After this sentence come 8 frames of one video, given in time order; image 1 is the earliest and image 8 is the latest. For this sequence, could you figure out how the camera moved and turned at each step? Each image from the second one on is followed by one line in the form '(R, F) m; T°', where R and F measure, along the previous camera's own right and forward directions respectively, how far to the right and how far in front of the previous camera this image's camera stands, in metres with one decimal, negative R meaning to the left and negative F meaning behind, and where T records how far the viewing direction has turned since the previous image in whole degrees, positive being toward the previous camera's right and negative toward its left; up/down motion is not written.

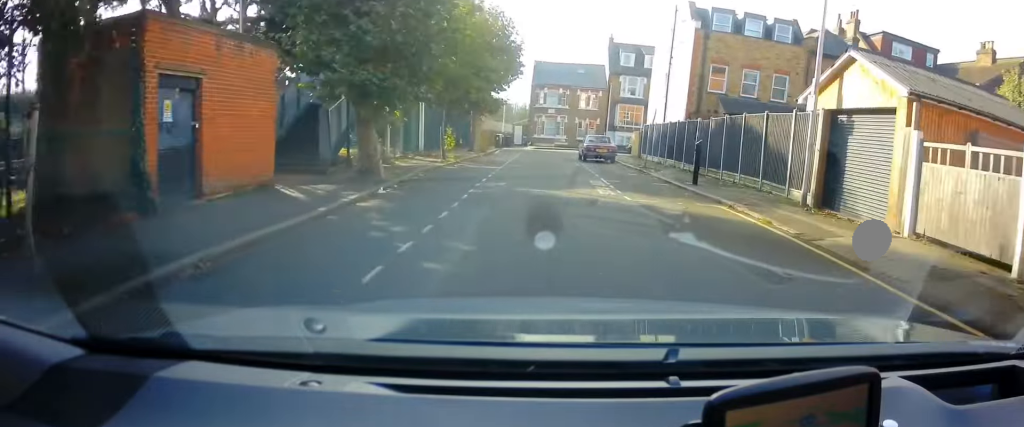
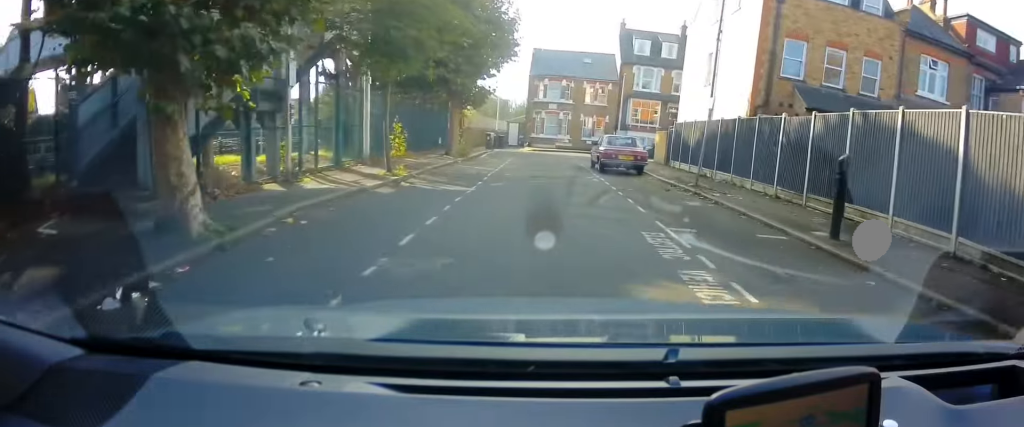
(-0.1, +8.8) m; +1°
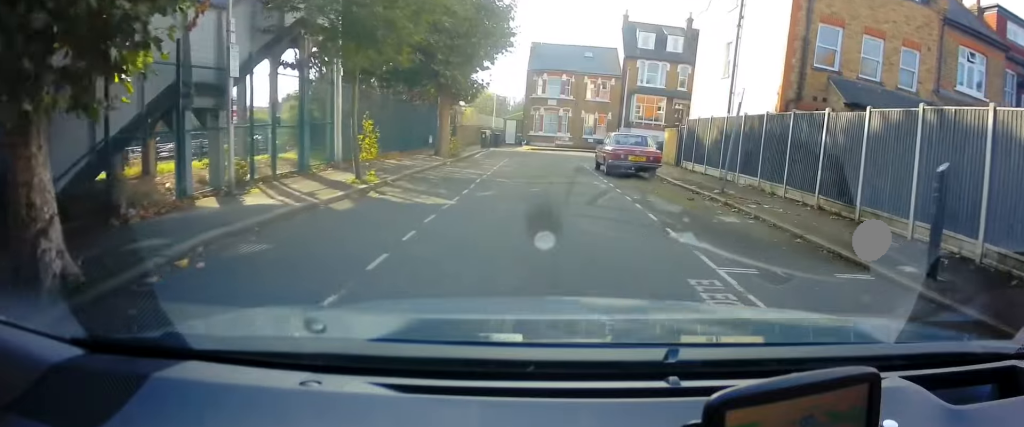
(+0.2, +2.6) m; 0°
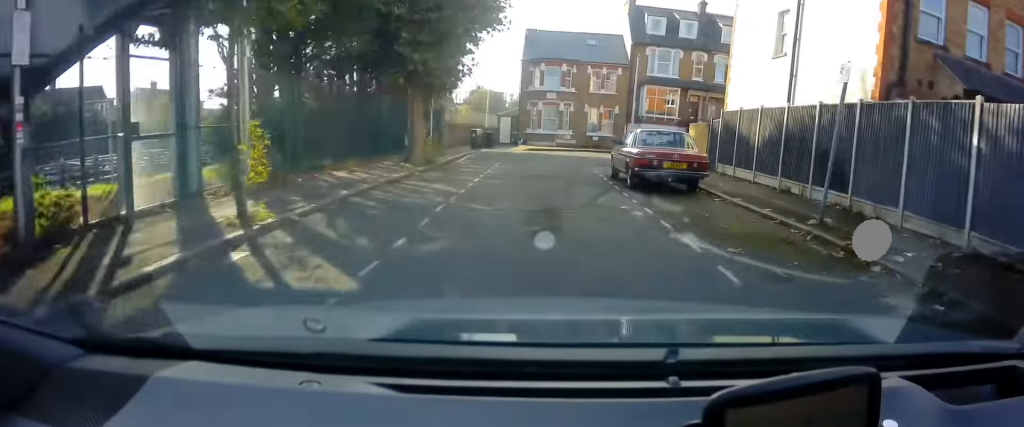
(0.0, +5.5) m; -1°
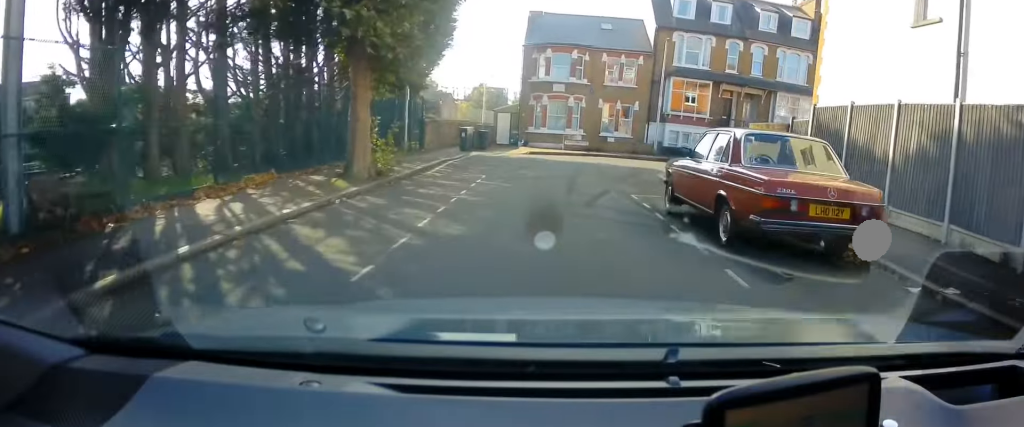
(-0.1, +7.0) m; 0°
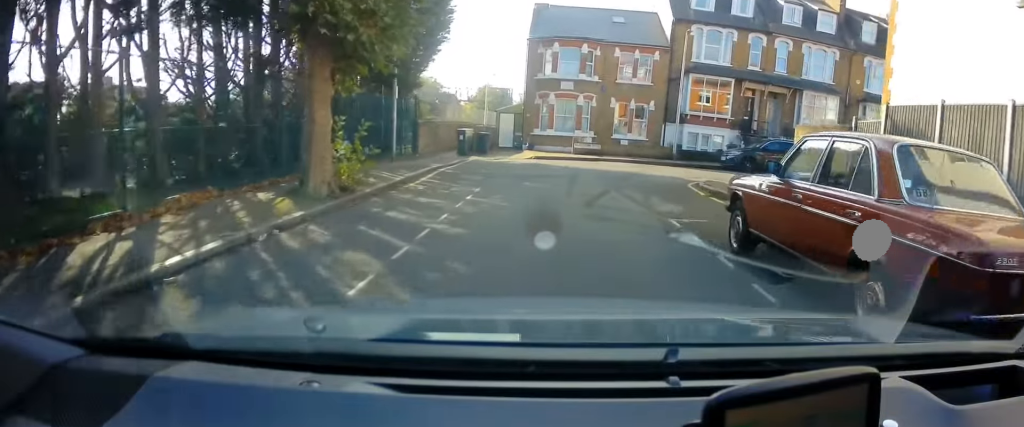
(0.0, +3.1) m; 0°
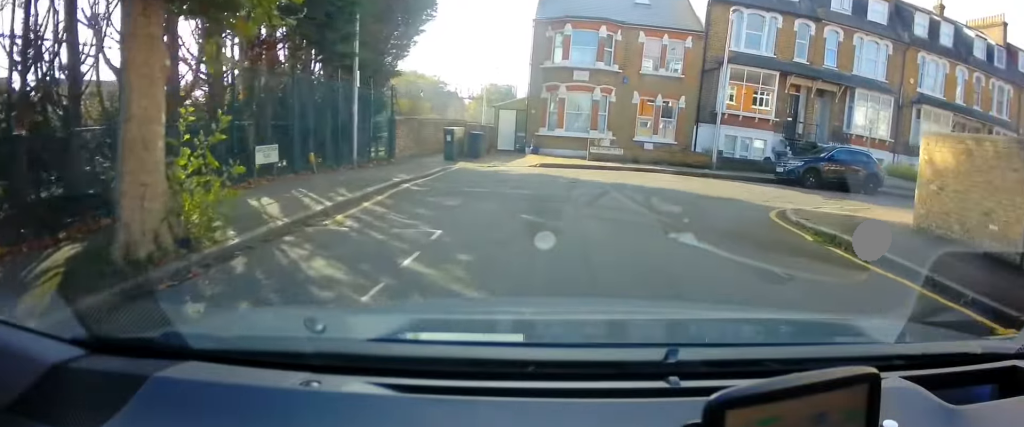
(0.0, +5.8) m; 0°
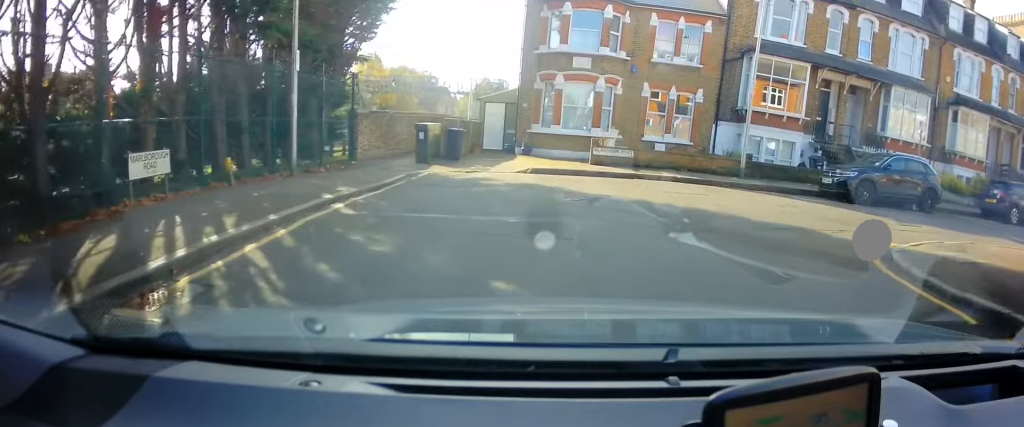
(0.0, +4.4) m; +3°
